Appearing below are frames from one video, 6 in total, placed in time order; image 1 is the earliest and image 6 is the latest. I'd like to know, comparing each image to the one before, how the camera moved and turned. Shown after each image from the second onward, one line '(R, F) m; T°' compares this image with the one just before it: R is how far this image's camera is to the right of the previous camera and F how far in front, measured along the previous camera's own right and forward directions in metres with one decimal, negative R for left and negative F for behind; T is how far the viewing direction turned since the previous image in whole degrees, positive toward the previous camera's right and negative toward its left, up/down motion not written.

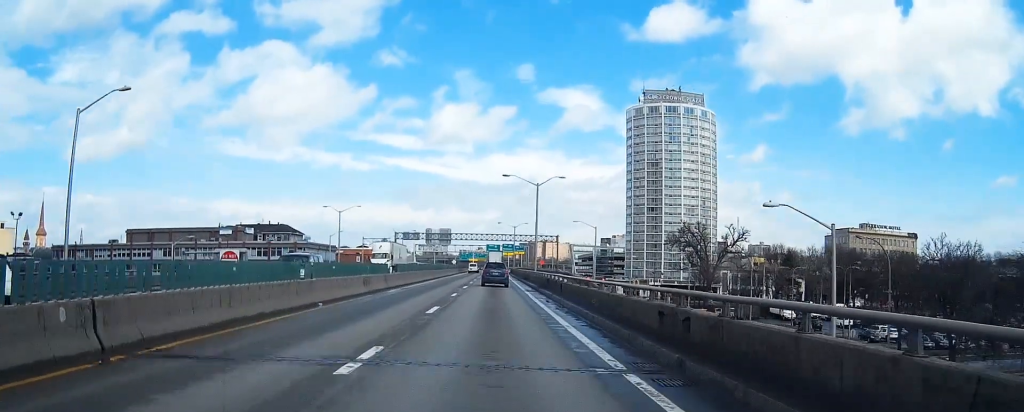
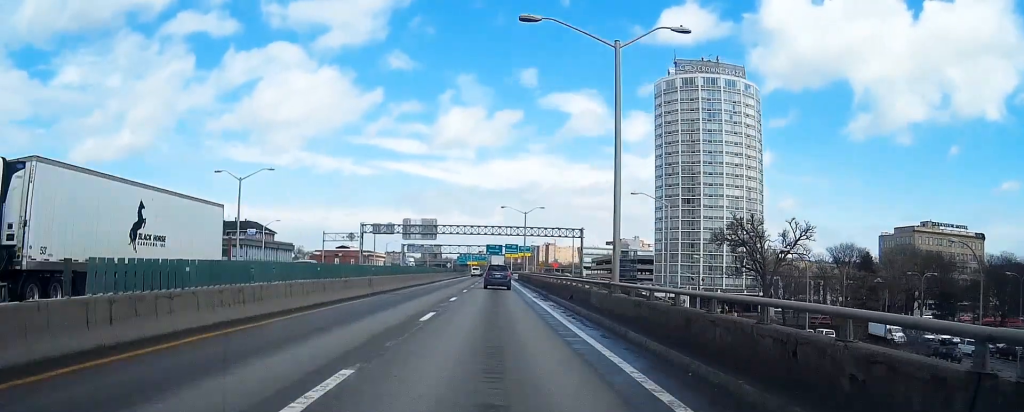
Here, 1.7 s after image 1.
(-0.3, +40.3) m; -1°
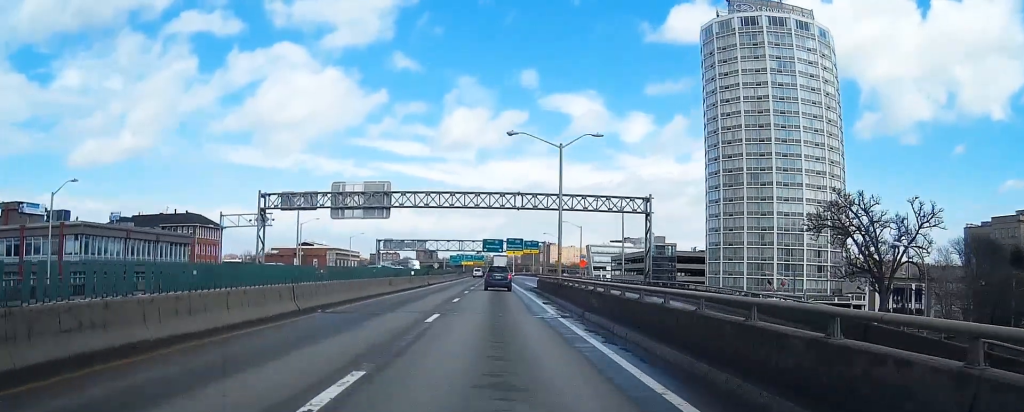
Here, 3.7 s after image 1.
(+0.2, +49.3) m; +1°
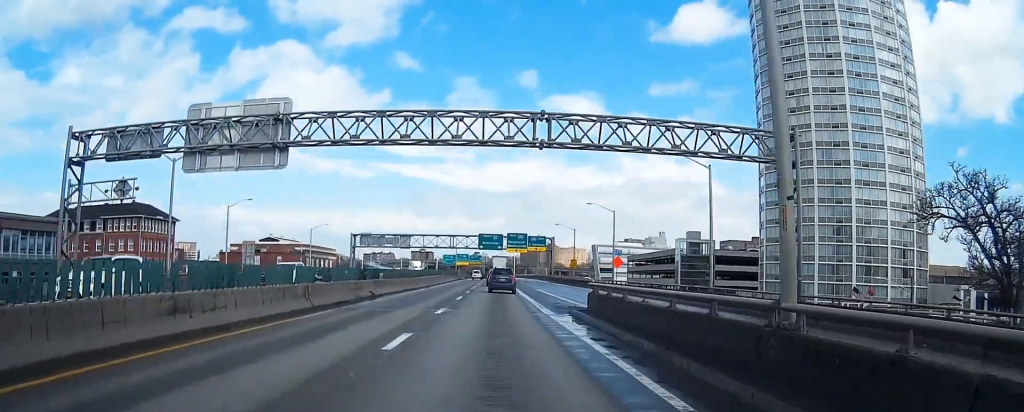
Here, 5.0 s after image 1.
(+0.2, +31.6) m; 0°
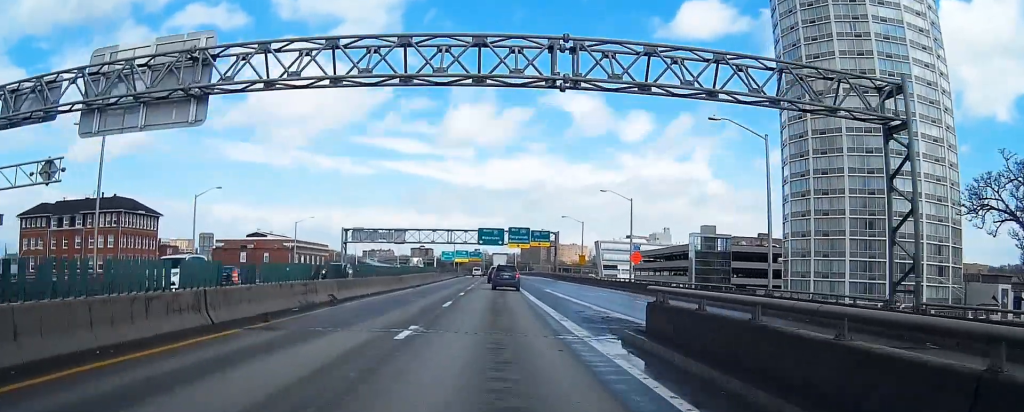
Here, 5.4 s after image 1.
(0.0, +9.7) m; 0°
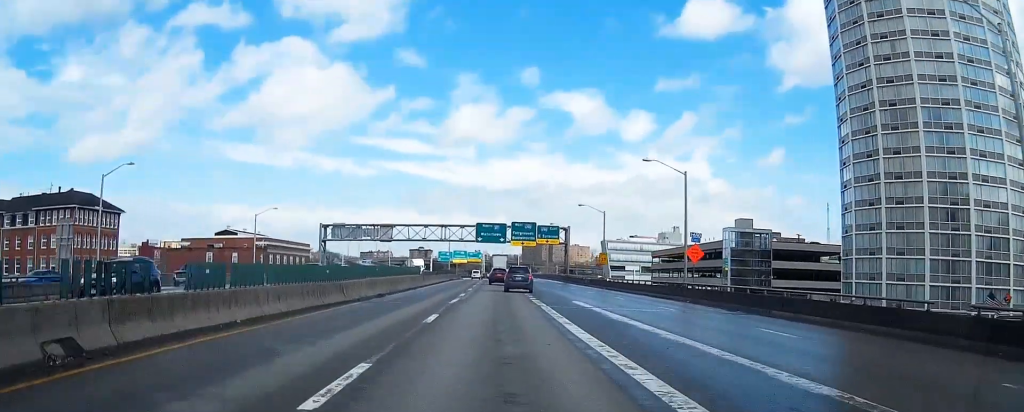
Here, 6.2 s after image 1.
(-0.1, +19.5) m; 0°
